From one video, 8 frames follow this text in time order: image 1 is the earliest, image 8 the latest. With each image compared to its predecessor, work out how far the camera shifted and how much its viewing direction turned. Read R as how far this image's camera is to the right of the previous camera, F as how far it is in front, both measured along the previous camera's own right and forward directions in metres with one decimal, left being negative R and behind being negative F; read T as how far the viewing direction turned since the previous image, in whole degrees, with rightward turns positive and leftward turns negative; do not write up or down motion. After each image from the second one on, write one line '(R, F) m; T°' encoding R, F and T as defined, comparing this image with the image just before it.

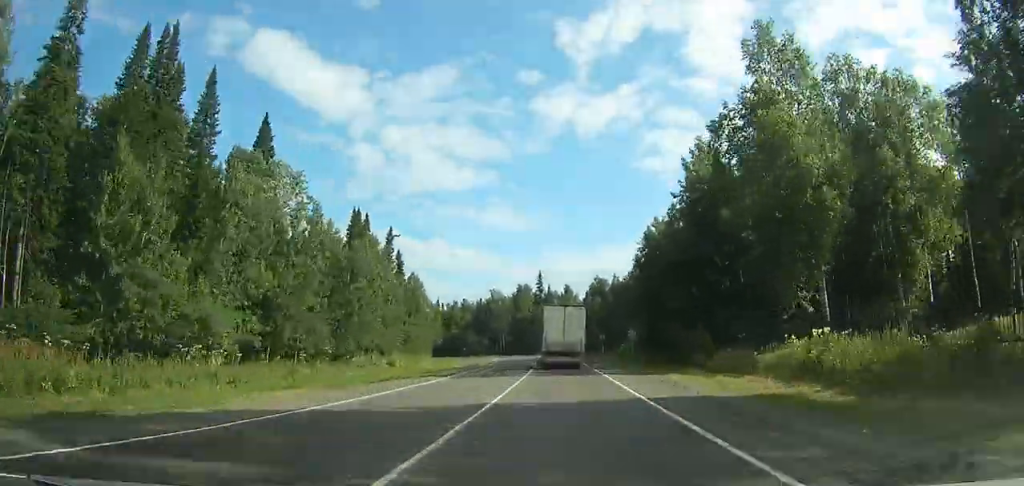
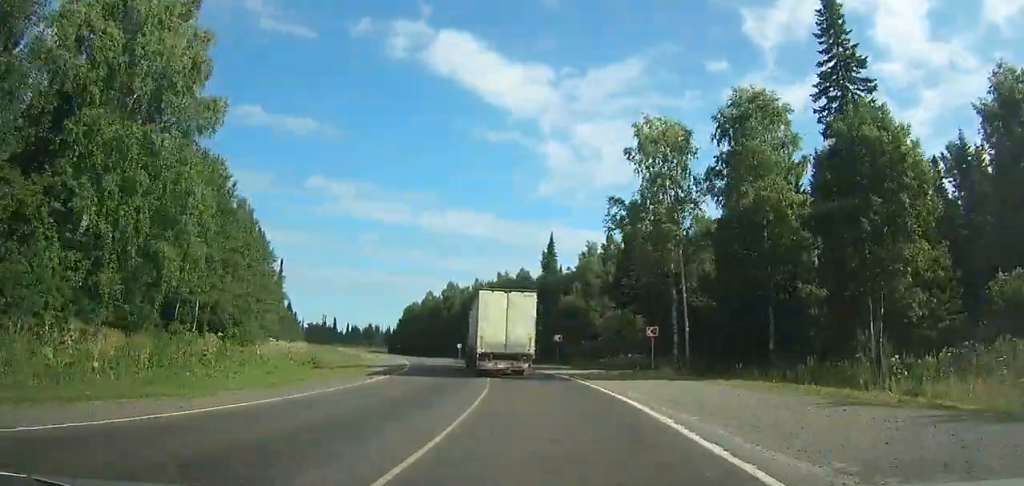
(-9.4, +122.2) m; -19°
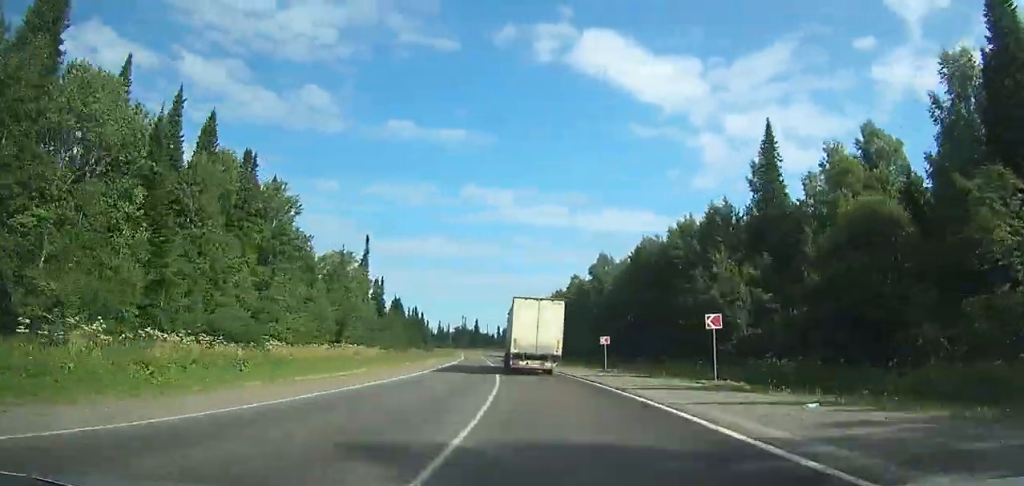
(-8.9, +51.1) m; -13°
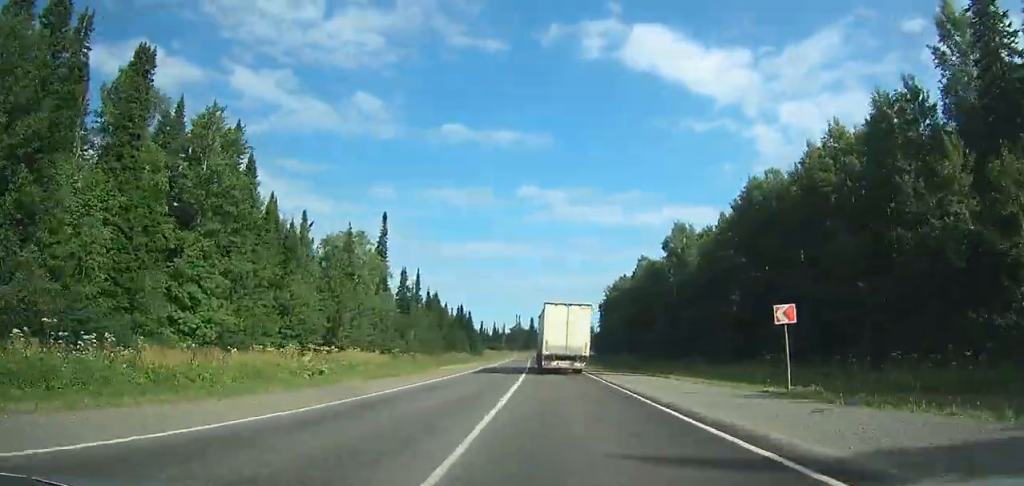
(-1.7, +26.9) m; -4°
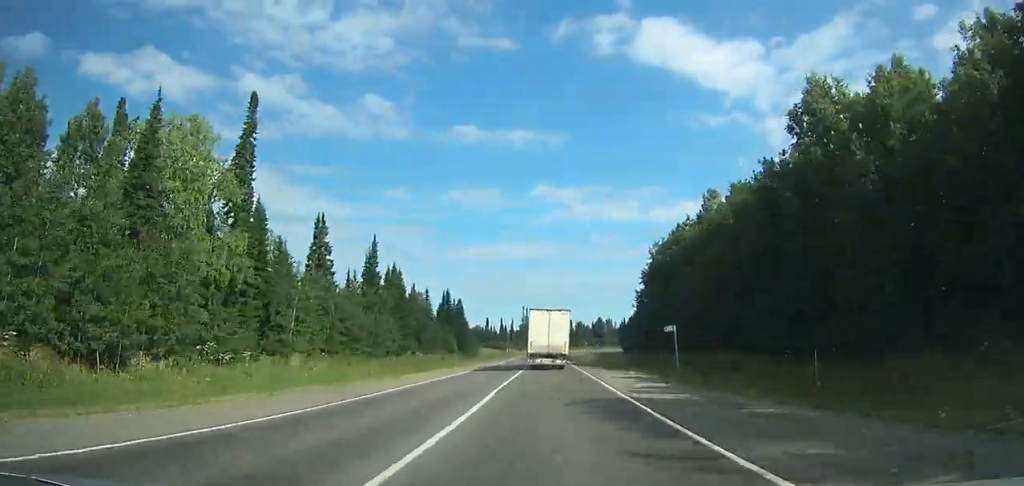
(-0.3, +50.6) m; -3°
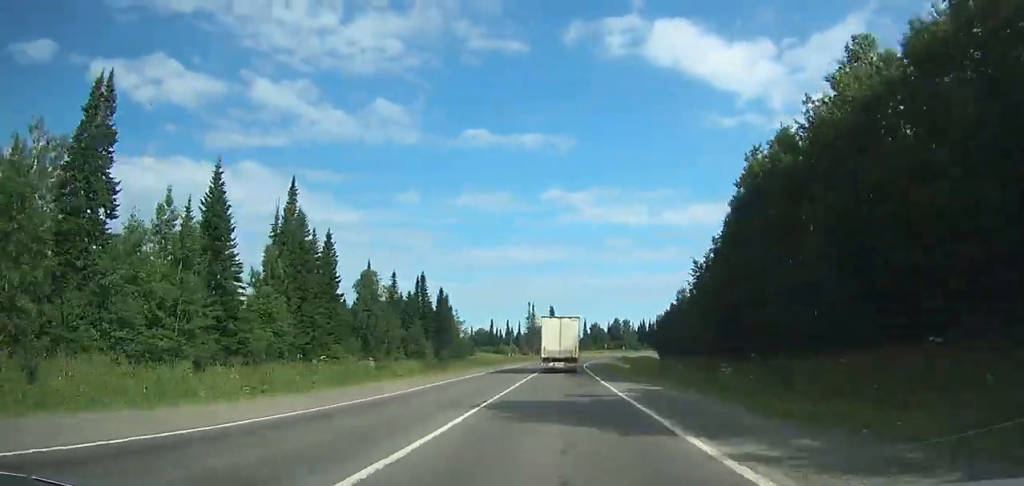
(-1.8, +41.2) m; -2°
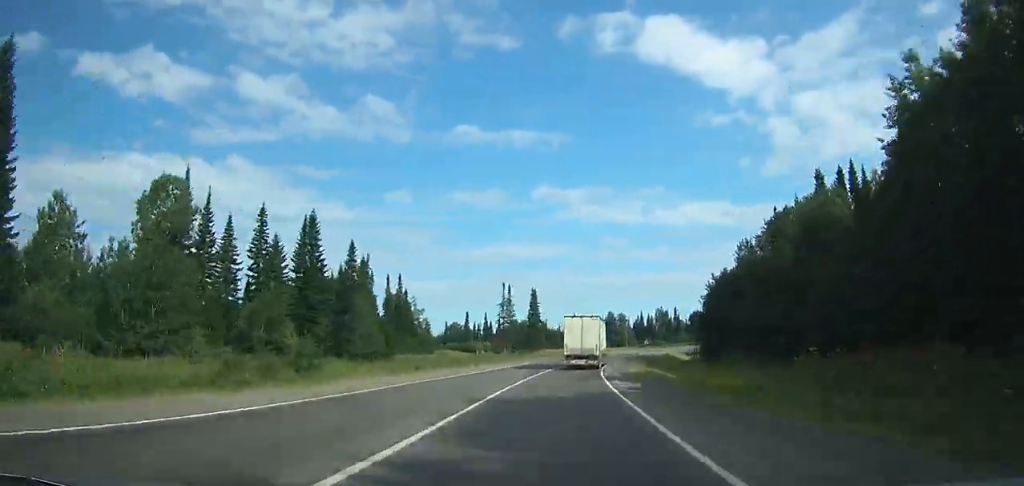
(+0.1, +48.8) m; +2°
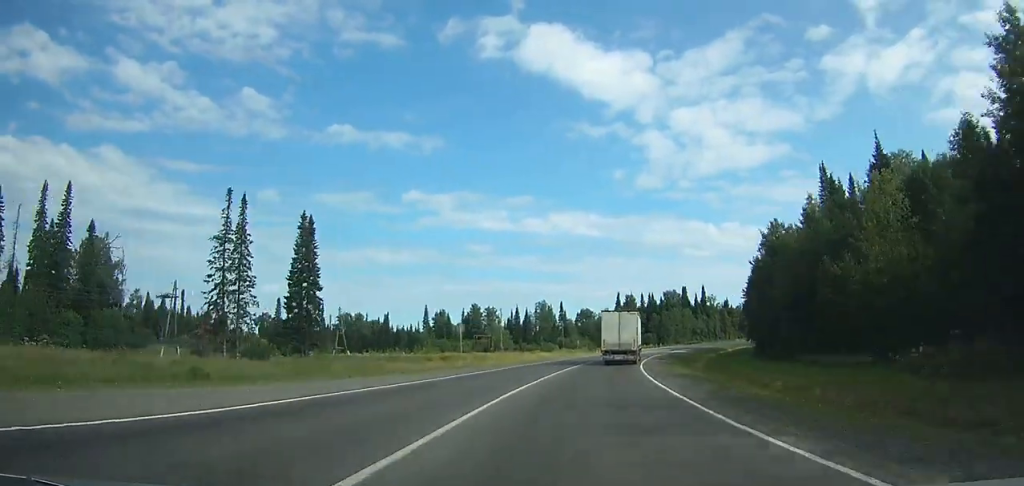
(+6.0, +86.4) m; +12°
